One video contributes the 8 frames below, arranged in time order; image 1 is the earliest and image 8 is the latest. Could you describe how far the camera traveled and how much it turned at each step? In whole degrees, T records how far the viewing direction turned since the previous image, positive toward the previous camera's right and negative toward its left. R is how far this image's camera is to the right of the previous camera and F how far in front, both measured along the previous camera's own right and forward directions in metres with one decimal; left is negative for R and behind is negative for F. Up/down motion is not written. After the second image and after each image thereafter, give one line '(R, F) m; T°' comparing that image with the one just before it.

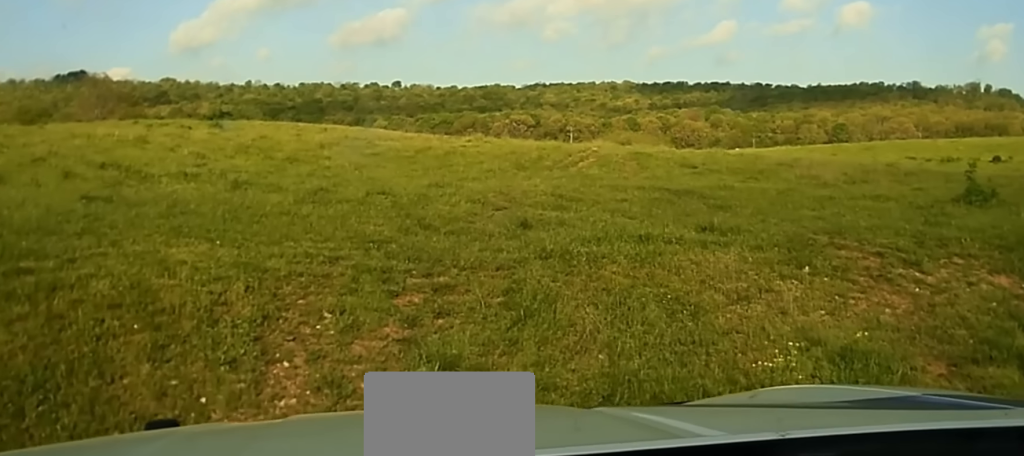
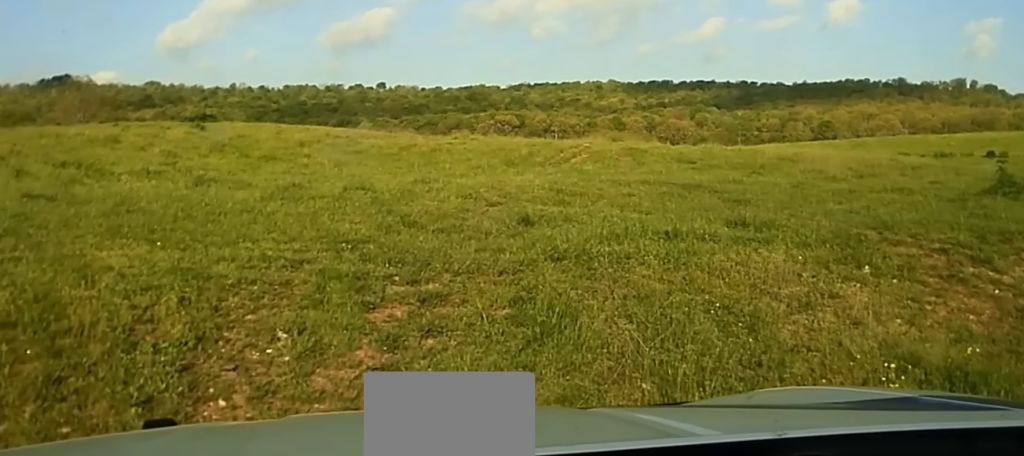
(0.0, +1.7) m; +1°
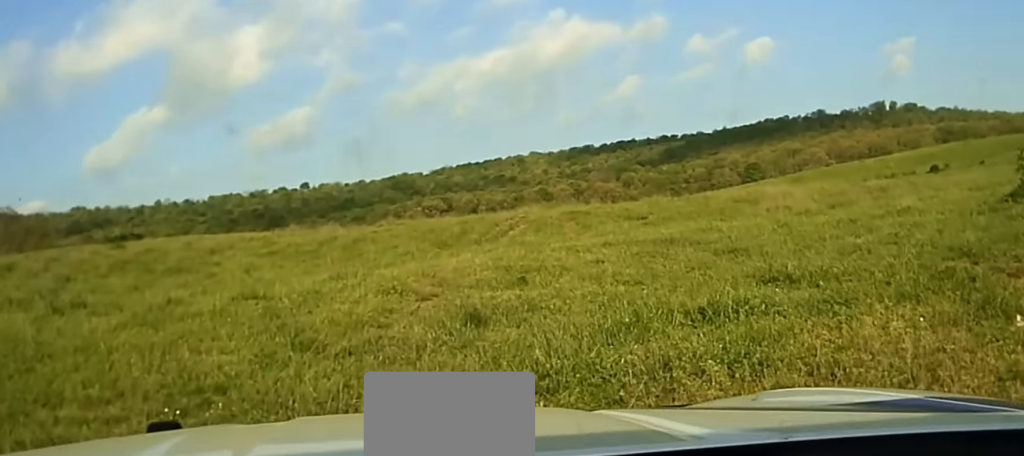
(+0.1, +3.2) m; +3°
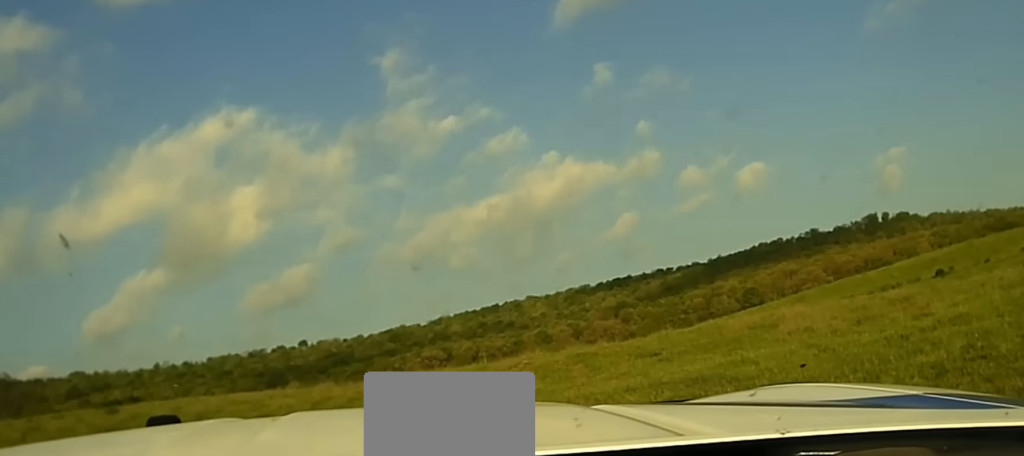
(0.0, +2.1) m; 0°
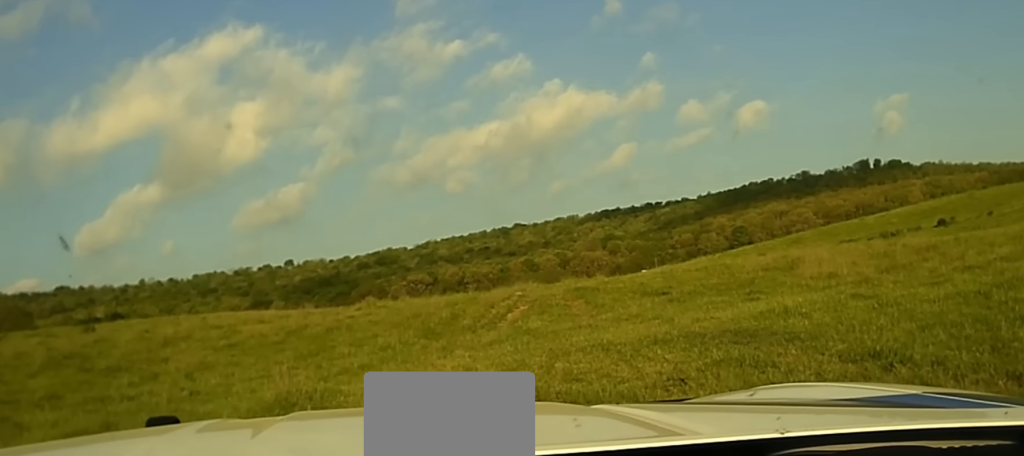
(0.0, +3.1) m; -3°
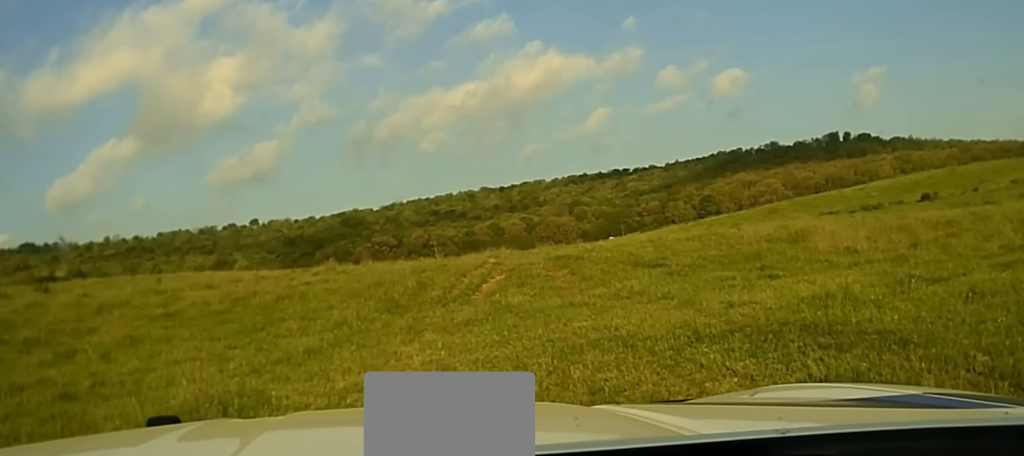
(-0.2, +3.6) m; -3°
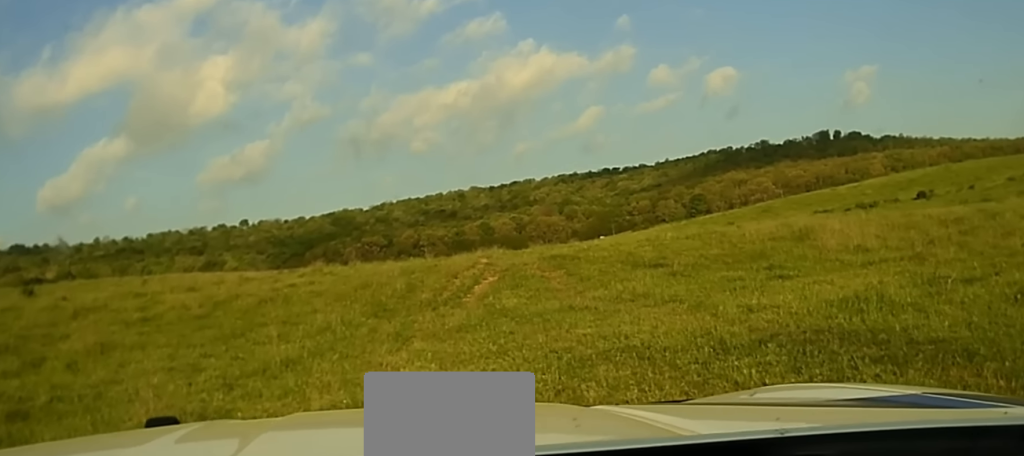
(0.0, +1.1) m; 0°
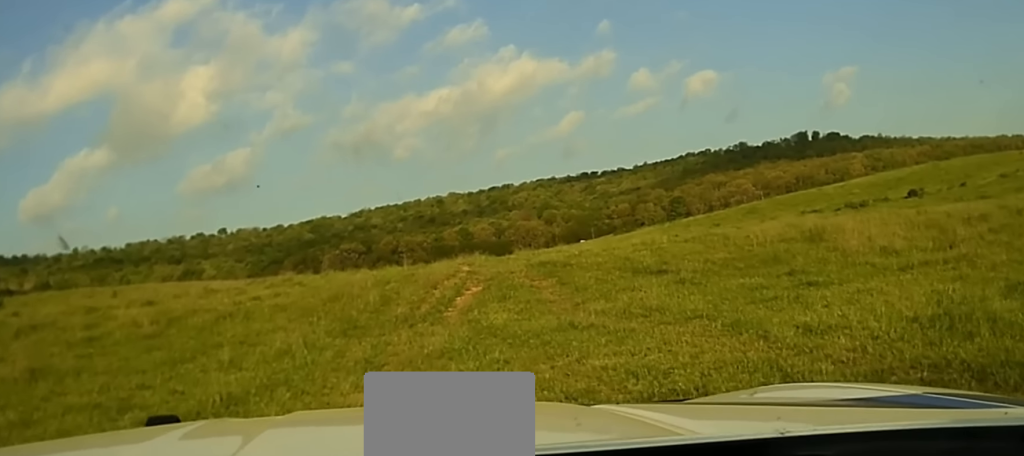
(0.0, +2.3) m; -1°
